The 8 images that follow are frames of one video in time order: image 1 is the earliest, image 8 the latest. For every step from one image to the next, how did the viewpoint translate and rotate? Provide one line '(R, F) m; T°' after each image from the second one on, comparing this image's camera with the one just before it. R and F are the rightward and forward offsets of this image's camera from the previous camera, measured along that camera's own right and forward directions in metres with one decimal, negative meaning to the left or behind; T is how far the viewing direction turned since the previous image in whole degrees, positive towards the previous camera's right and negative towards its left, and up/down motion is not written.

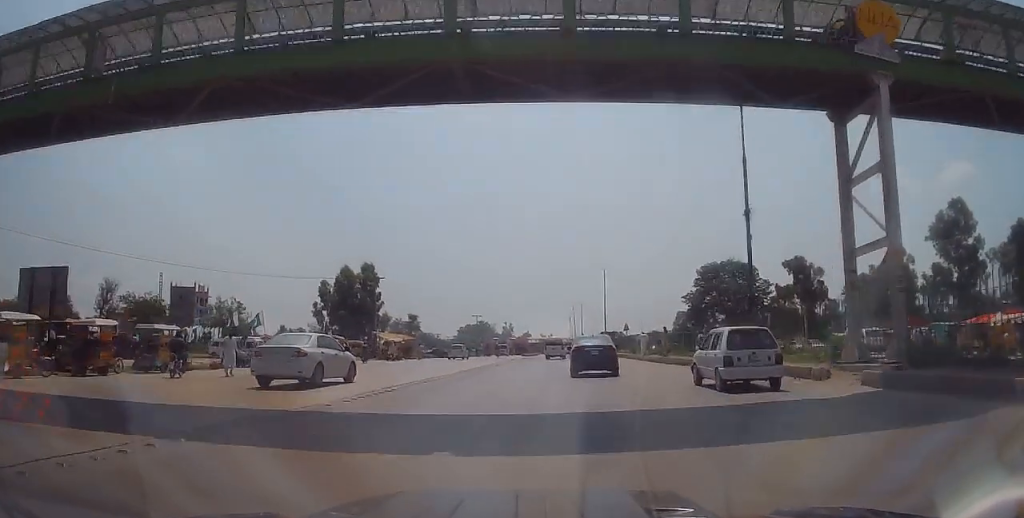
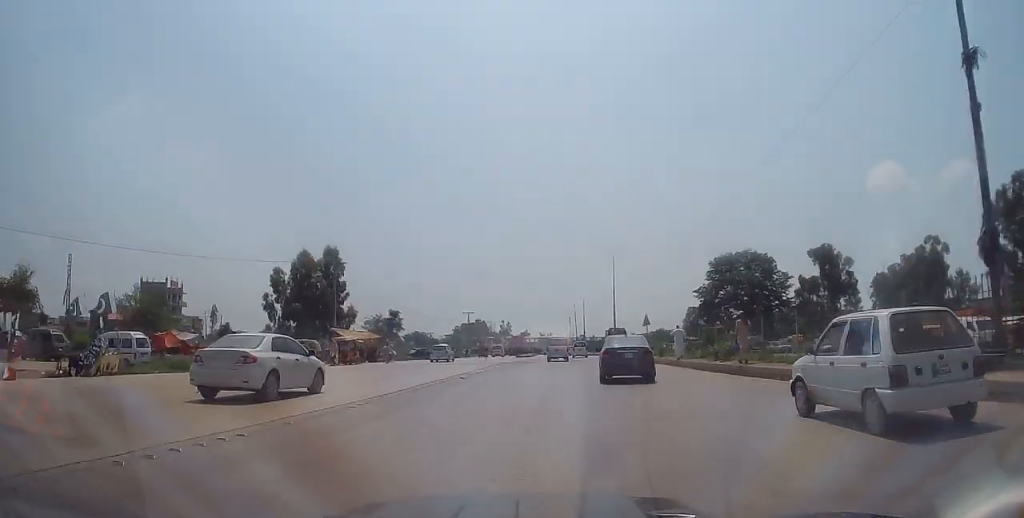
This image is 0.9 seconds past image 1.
(+0.2, +13.3) m; 0°
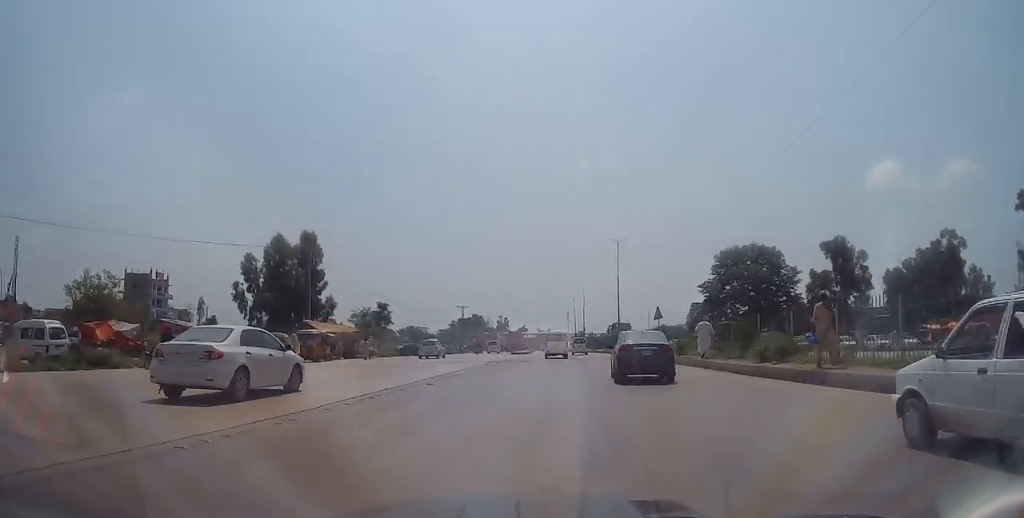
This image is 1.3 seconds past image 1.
(0.0, +5.9) m; -1°
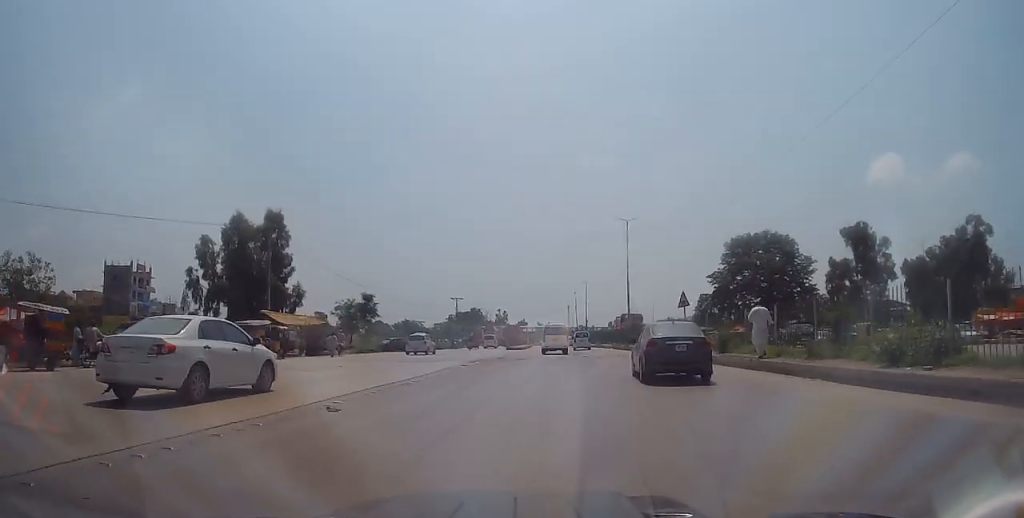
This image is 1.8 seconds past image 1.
(0.0, +8.1) m; -1°
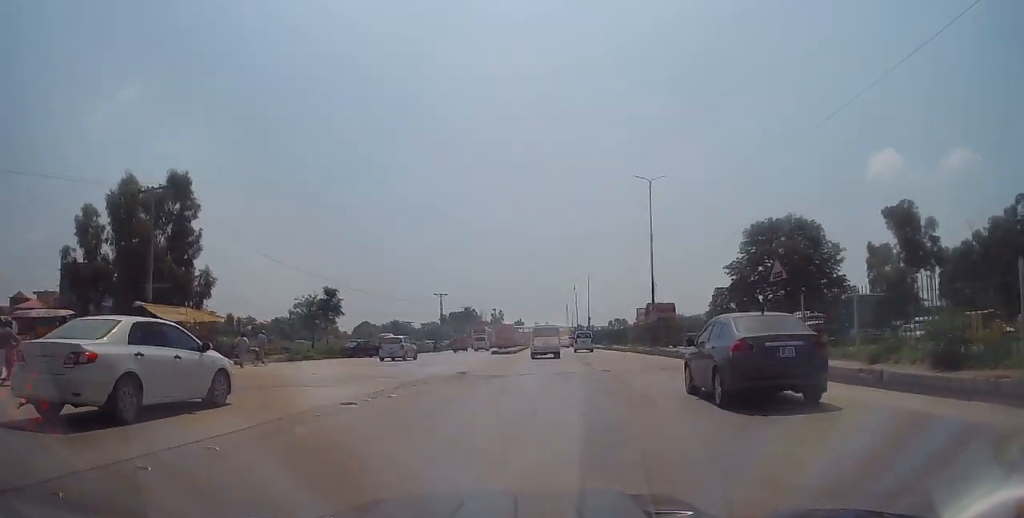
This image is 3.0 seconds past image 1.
(-0.5, +14.8) m; -2°
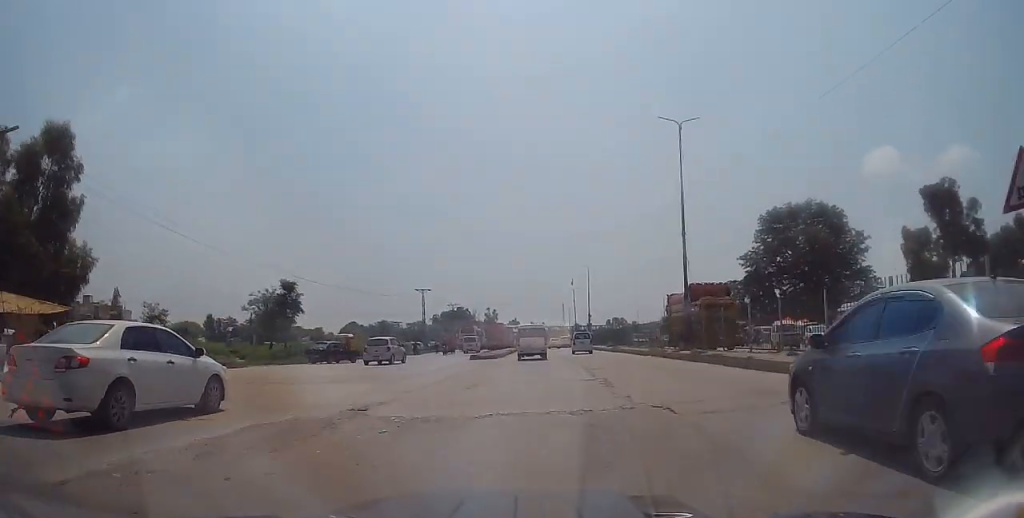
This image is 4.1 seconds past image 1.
(0.0, +11.7) m; +2°
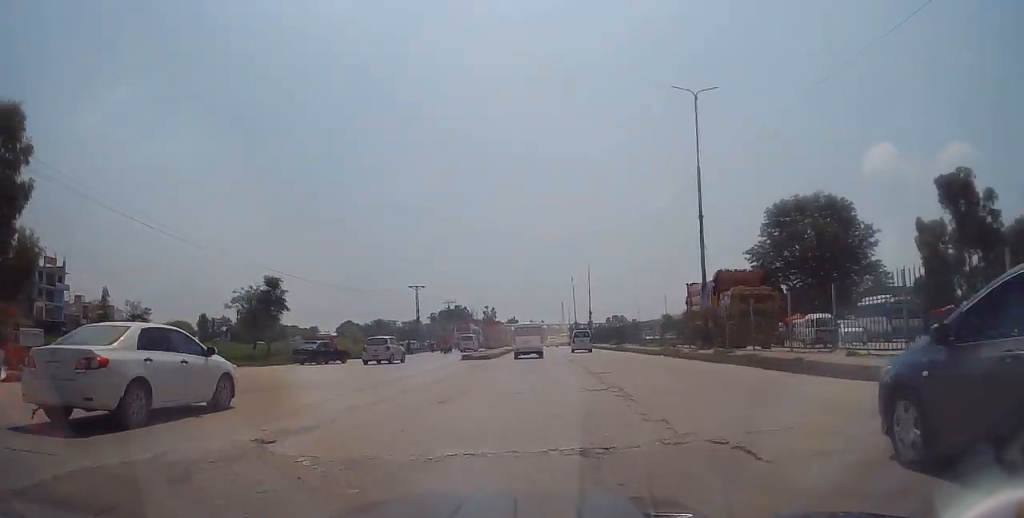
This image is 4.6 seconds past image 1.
(+0.1, +4.0) m; +2°
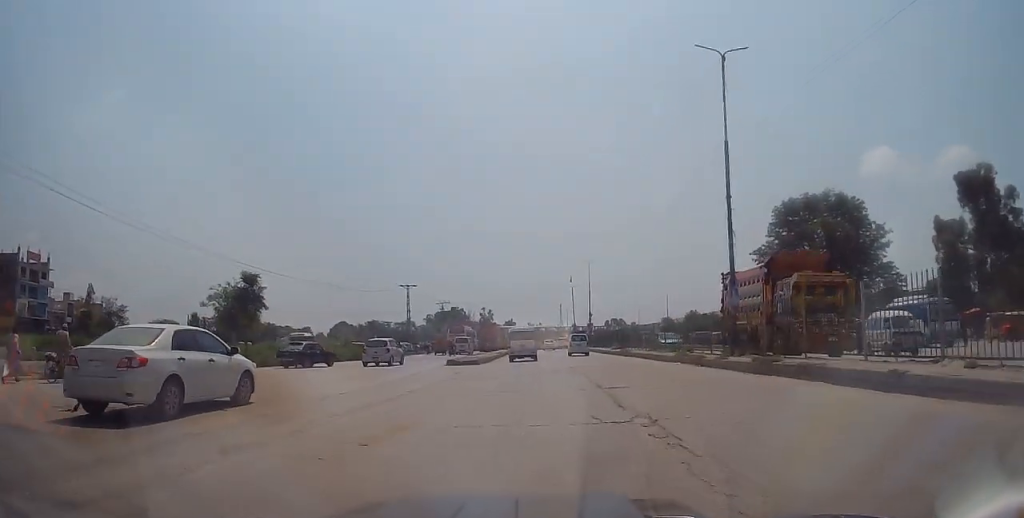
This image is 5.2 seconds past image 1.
(0.0, +4.5) m; 0°
